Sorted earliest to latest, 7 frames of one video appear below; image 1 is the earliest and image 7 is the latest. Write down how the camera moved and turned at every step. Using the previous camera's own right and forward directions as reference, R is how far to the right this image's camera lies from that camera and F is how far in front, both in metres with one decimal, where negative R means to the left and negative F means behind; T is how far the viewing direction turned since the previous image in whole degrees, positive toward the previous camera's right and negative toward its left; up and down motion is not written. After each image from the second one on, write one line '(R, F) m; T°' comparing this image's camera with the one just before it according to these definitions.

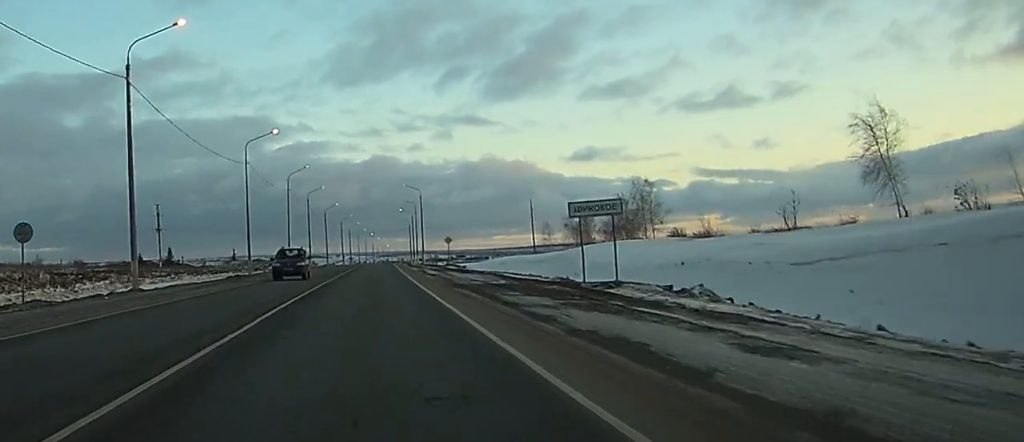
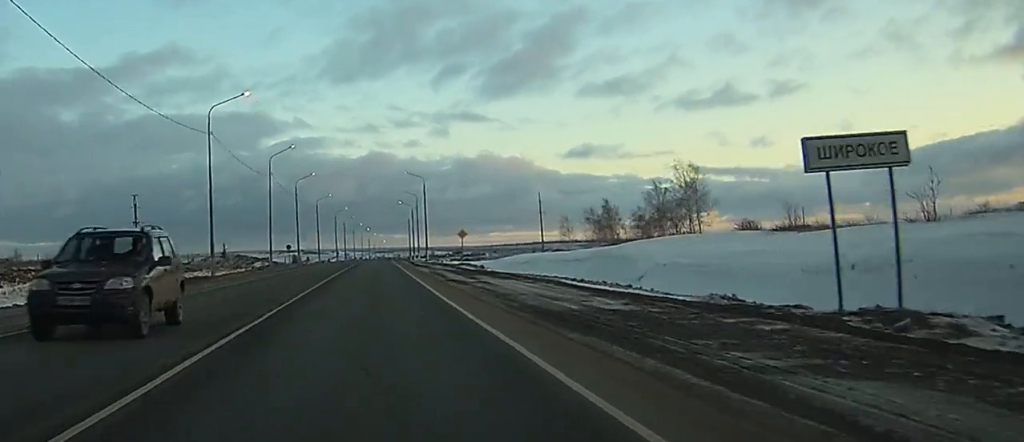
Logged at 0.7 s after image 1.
(+0.1, +16.8) m; 0°
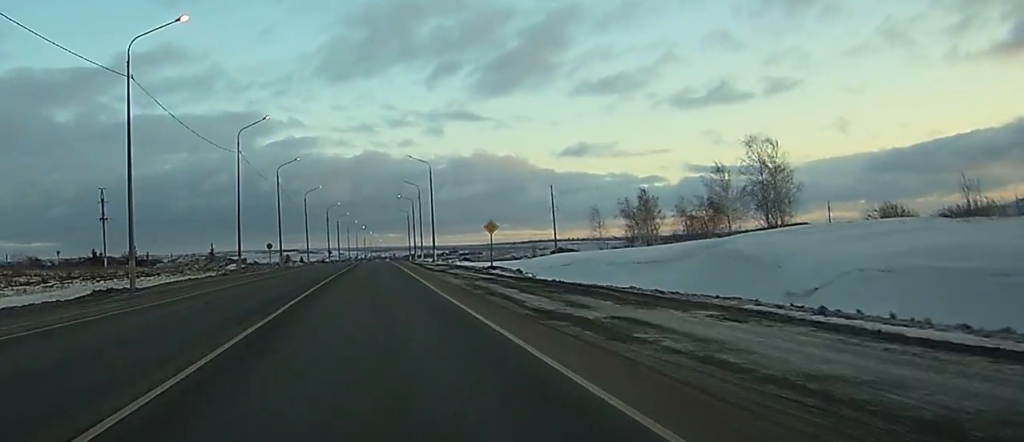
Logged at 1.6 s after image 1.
(+0.1, +19.8) m; 0°
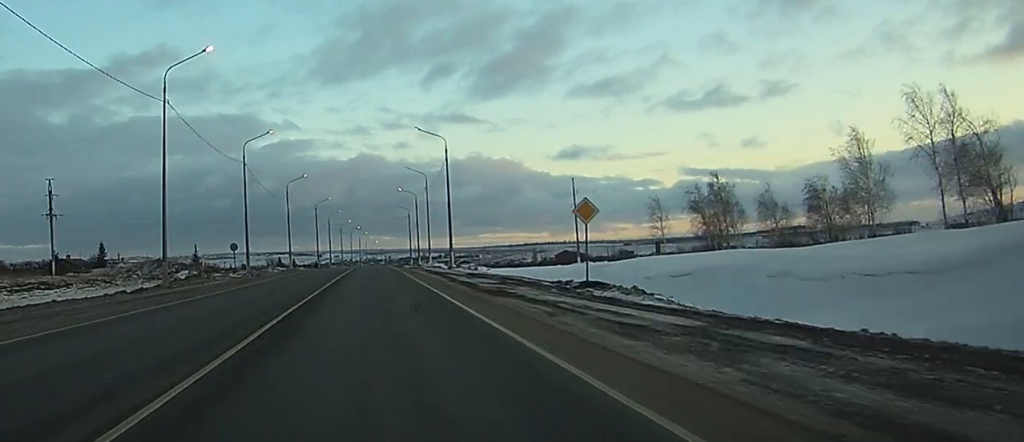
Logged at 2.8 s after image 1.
(+0.1, +24.8) m; +1°
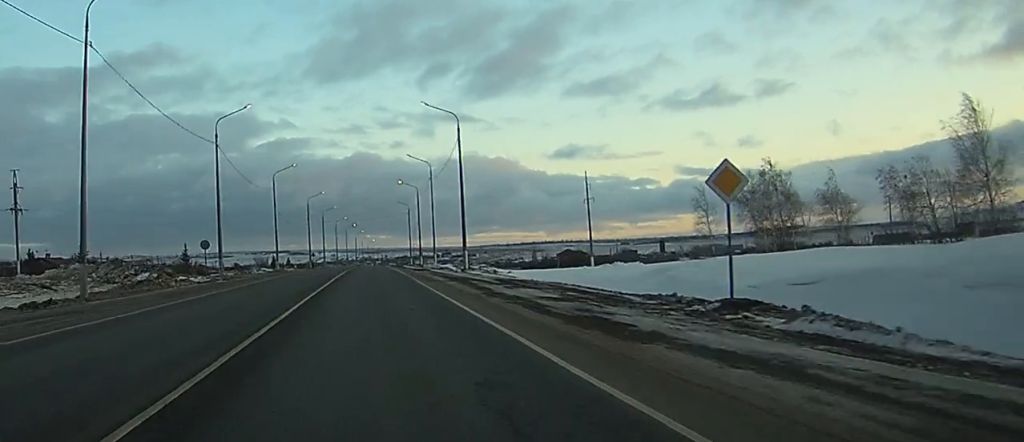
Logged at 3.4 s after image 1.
(+0.1, +12.4) m; 0°
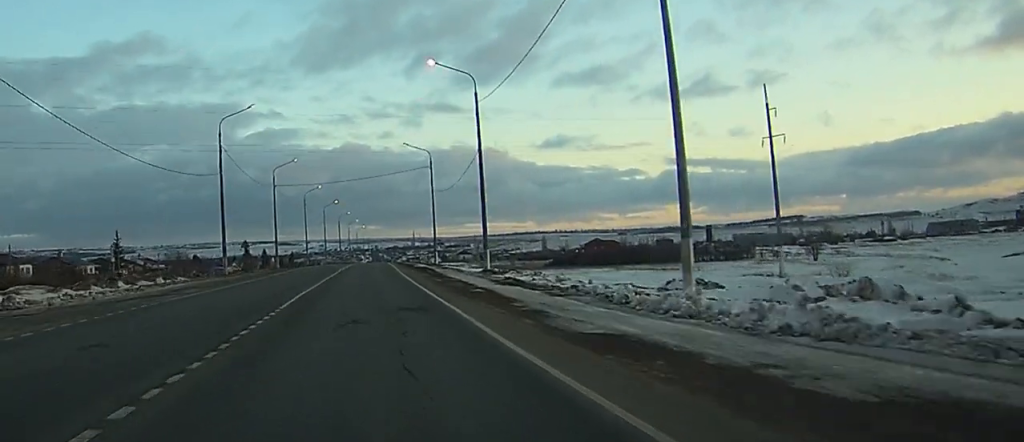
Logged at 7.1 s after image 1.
(-0.1, +75.1) m; 0°
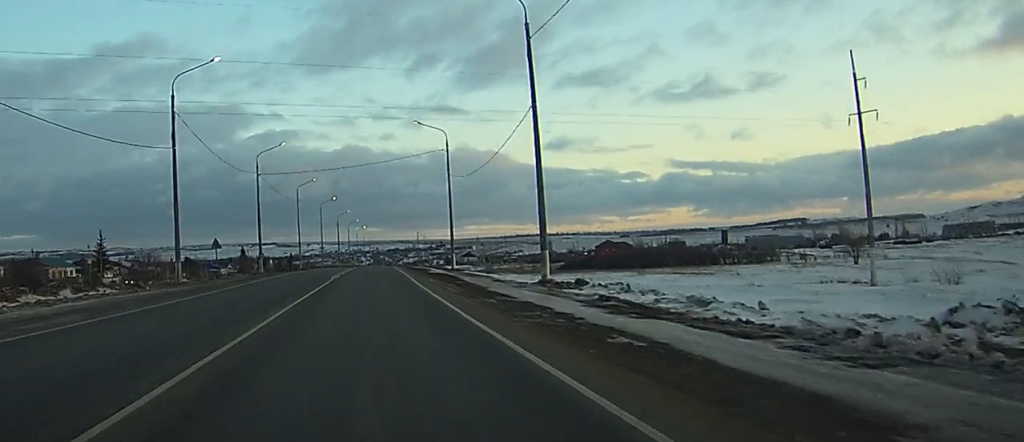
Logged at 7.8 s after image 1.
(0.0, +15.7) m; 0°
